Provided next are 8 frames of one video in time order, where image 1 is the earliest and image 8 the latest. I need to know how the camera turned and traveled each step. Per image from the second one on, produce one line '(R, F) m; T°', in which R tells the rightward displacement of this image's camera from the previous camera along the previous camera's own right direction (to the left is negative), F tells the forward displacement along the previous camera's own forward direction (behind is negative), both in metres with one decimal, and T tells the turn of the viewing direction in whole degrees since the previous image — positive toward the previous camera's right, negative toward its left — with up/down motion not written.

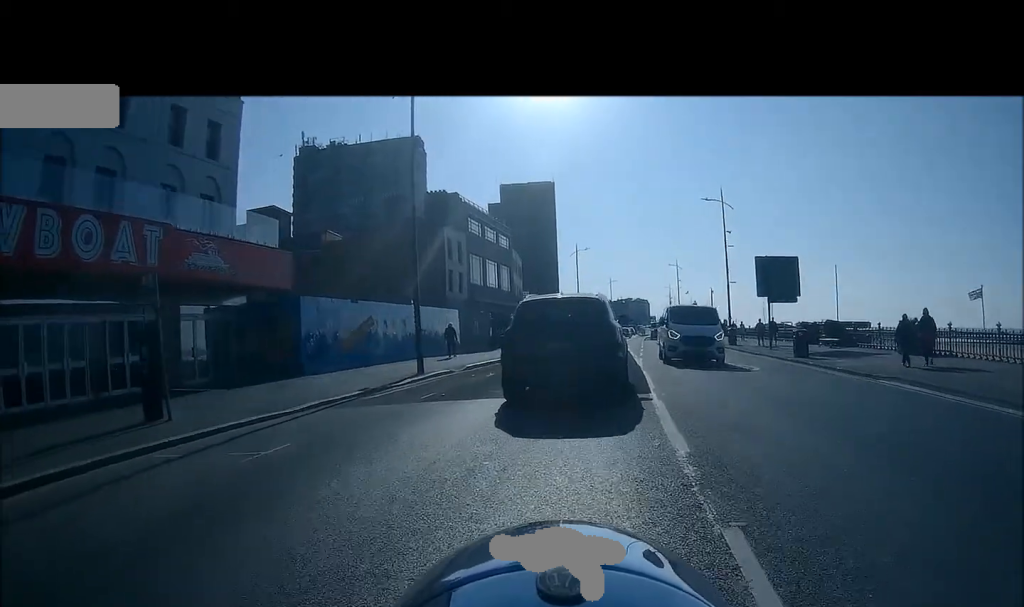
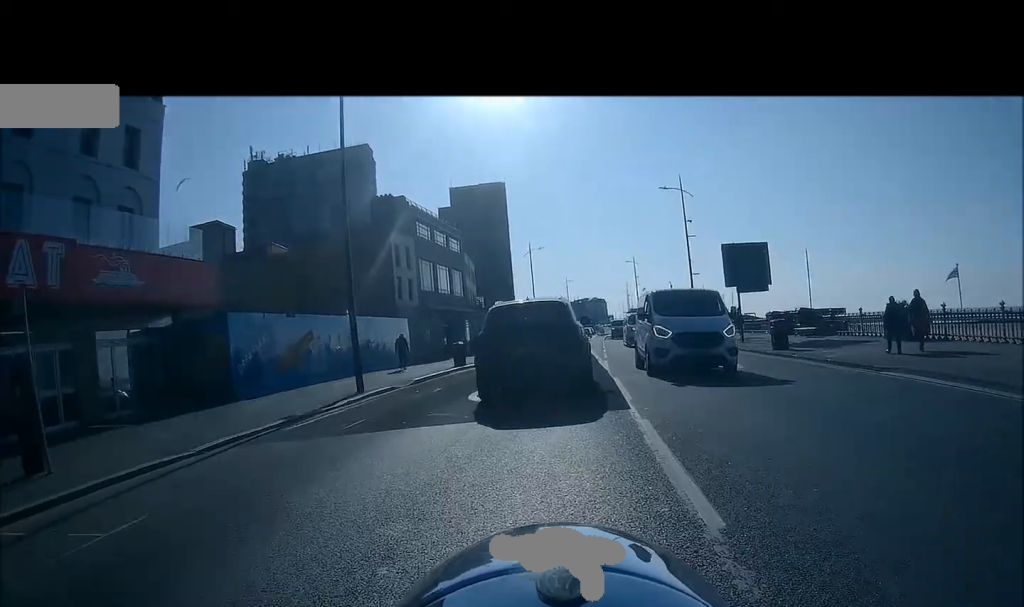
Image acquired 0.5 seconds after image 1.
(0.0, +2.3) m; +1°
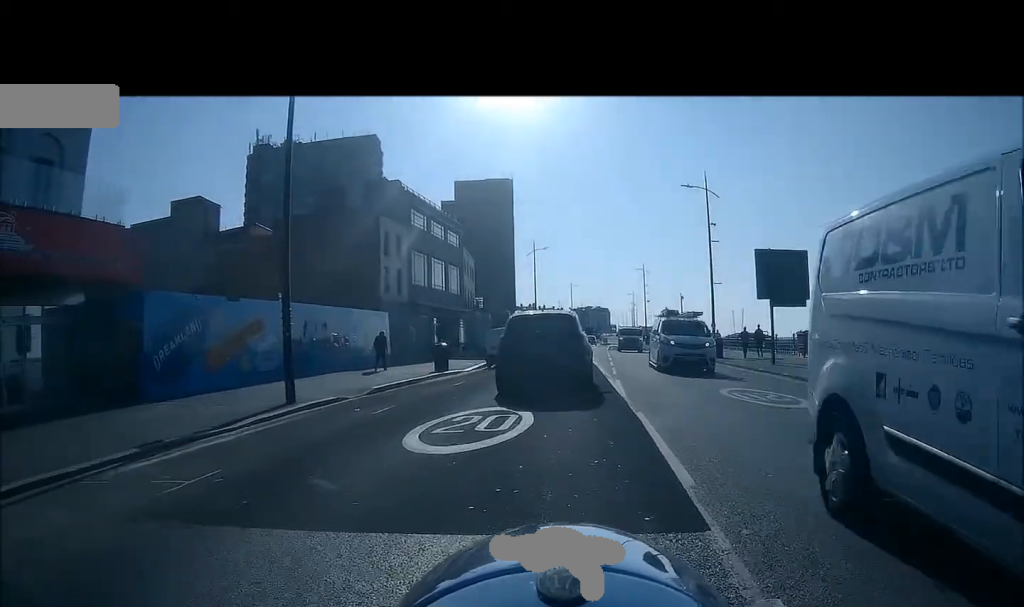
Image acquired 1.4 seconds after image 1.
(+0.1, +4.8) m; +3°
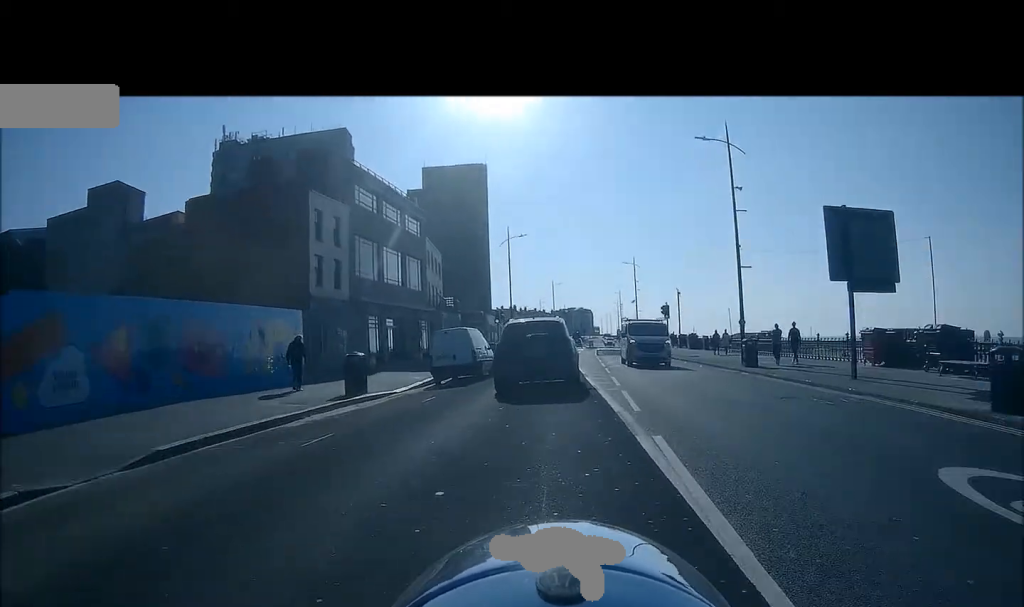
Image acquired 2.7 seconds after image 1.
(+0.4, +9.2) m; +3°
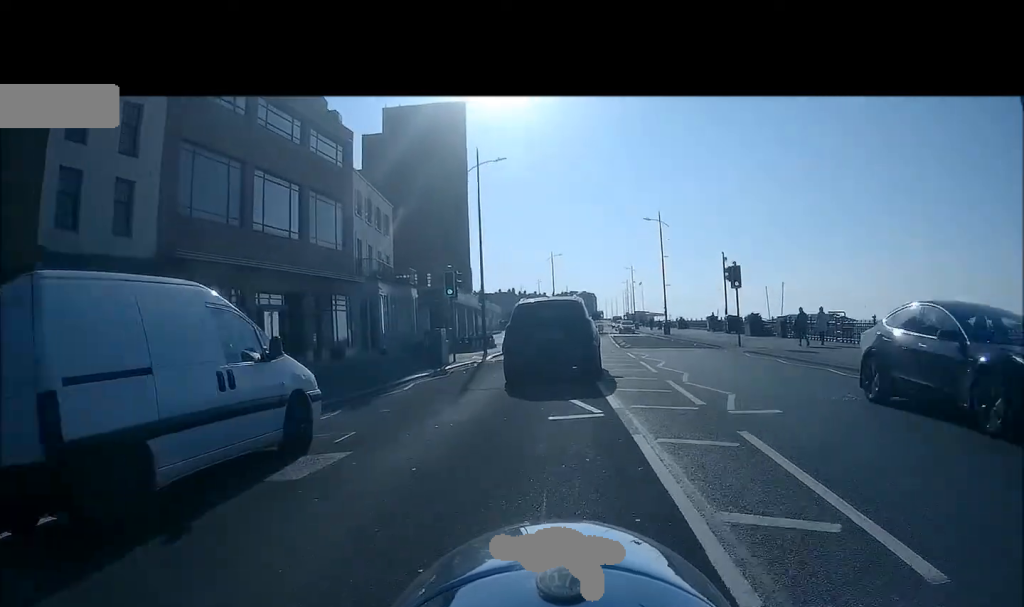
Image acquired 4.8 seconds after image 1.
(+0.6, +18.9) m; +4°
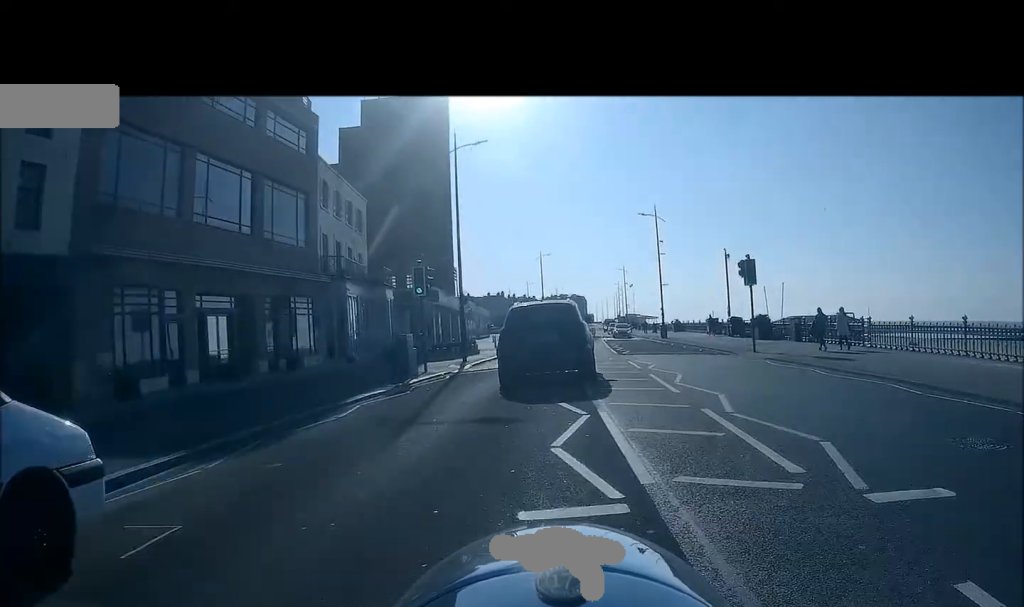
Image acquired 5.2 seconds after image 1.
(0.0, +4.1) m; +1°
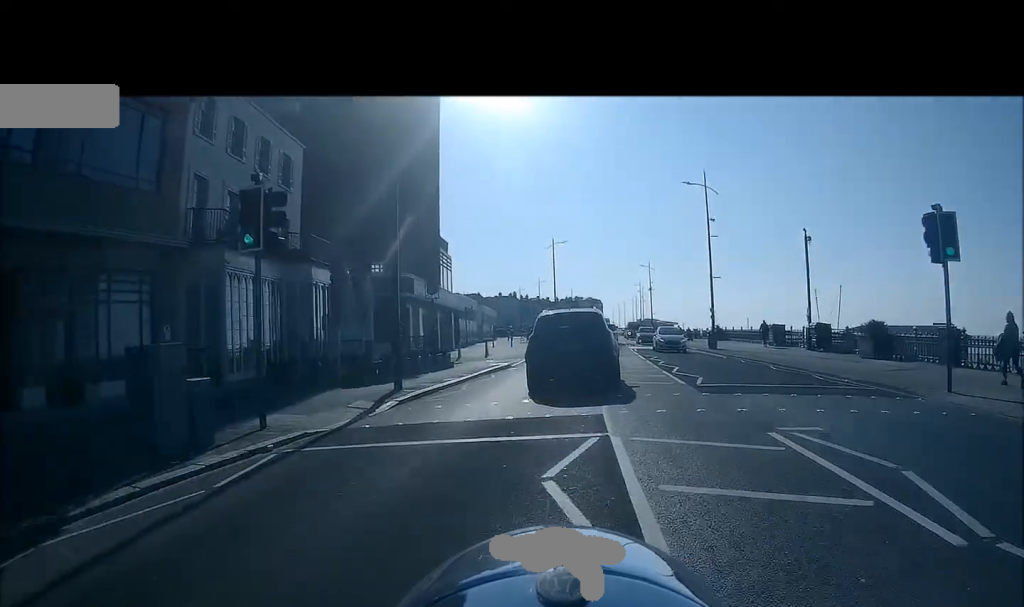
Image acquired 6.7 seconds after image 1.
(0.0, +13.2) m; -1°
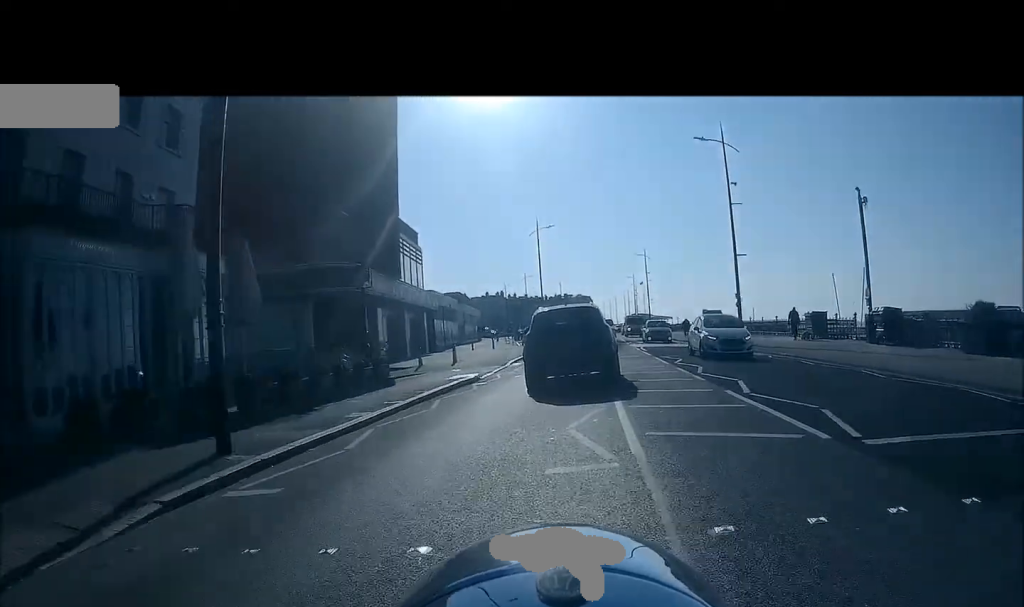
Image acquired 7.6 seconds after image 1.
(-0.1, +8.0) m; 0°
